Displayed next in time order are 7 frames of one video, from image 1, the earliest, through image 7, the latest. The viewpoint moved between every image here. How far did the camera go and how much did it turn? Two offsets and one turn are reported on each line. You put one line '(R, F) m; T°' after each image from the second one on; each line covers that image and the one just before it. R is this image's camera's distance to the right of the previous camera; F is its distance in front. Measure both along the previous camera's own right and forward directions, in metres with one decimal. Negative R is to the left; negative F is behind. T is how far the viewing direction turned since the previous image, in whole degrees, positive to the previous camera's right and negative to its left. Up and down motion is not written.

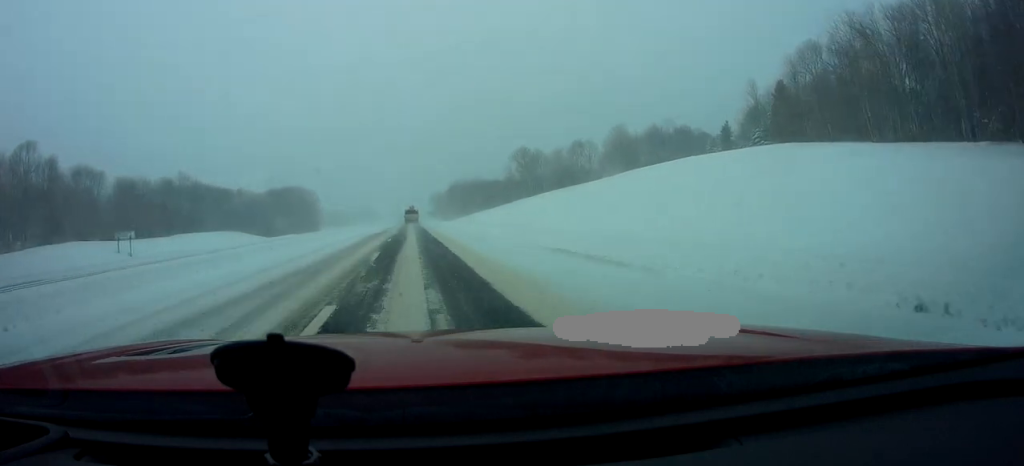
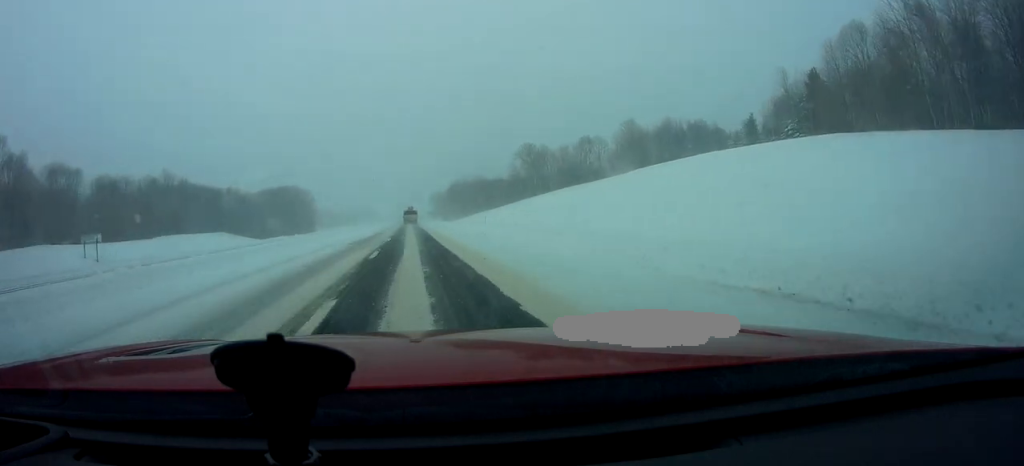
(-0.2, +11.6) m; -1°
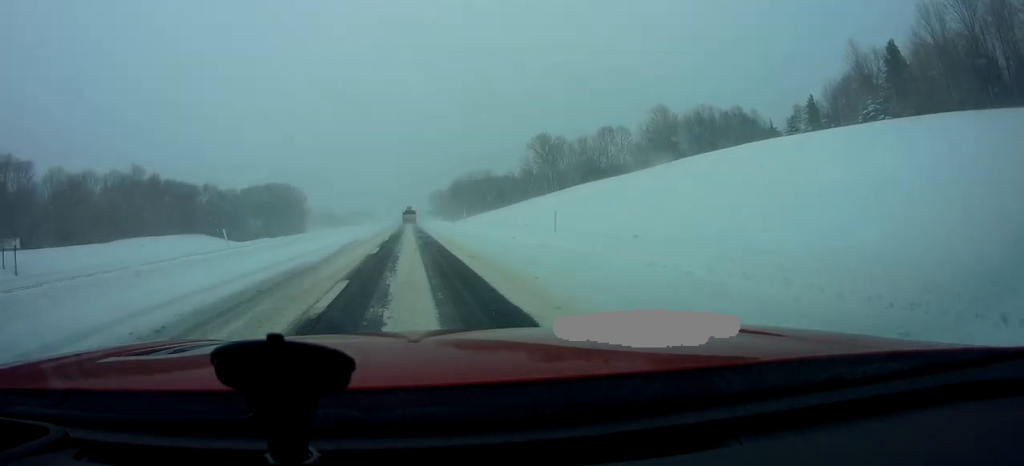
(-0.1, +21.9) m; +2°
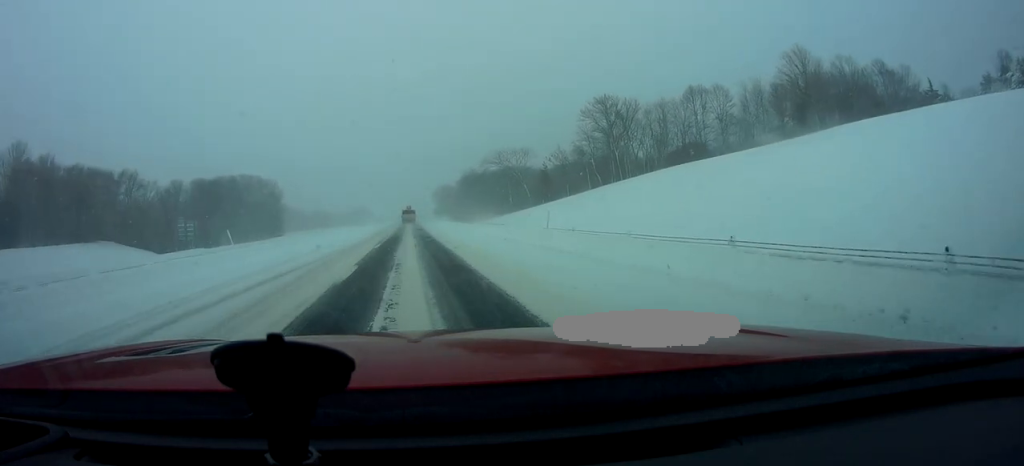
(+0.2, +56.5) m; -2°
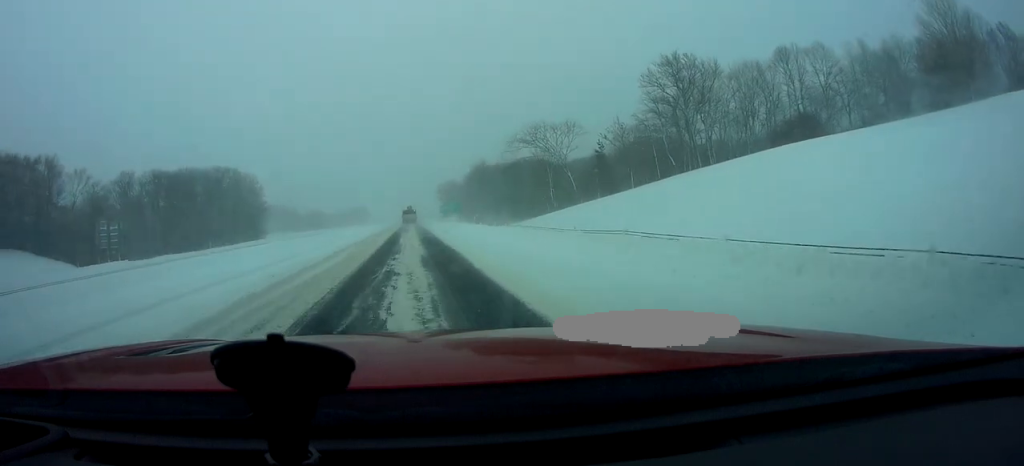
(+0.4, +33.5) m; +2°
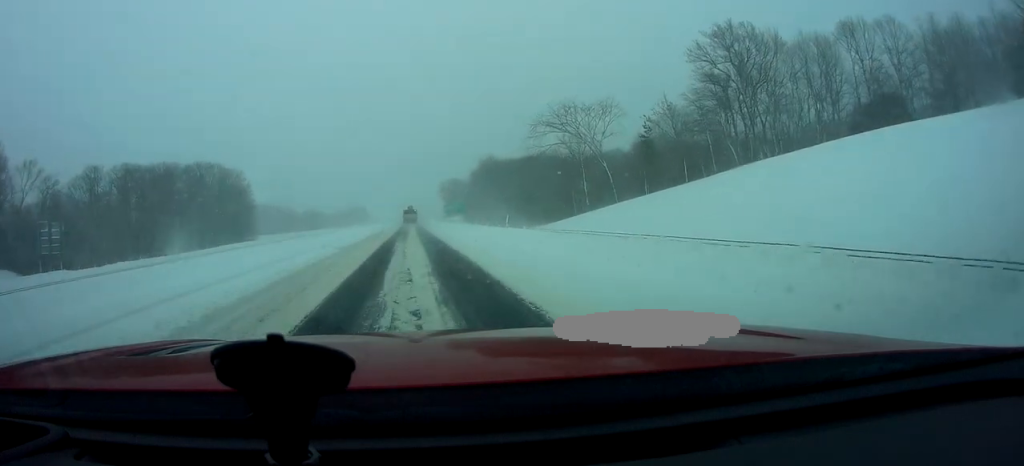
(+0.2, +16.8) m; 0°
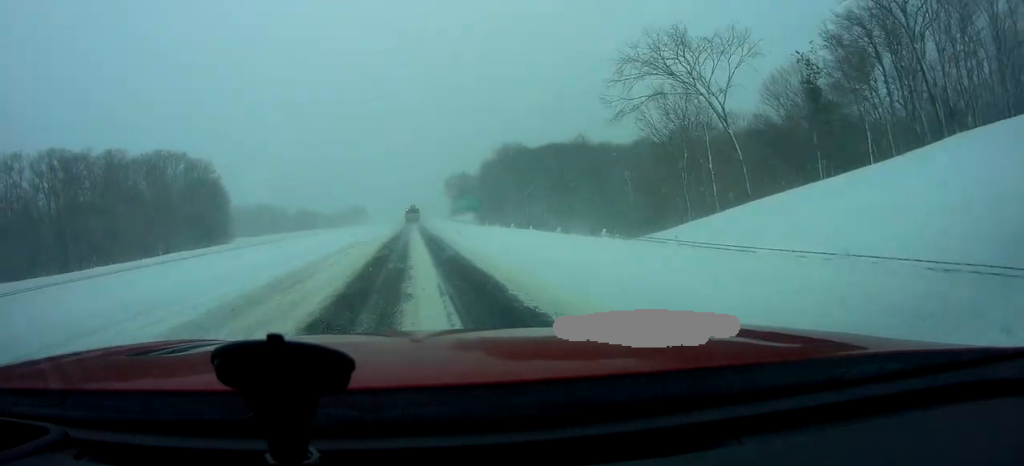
(-0.4, +30.7) m; -1°
